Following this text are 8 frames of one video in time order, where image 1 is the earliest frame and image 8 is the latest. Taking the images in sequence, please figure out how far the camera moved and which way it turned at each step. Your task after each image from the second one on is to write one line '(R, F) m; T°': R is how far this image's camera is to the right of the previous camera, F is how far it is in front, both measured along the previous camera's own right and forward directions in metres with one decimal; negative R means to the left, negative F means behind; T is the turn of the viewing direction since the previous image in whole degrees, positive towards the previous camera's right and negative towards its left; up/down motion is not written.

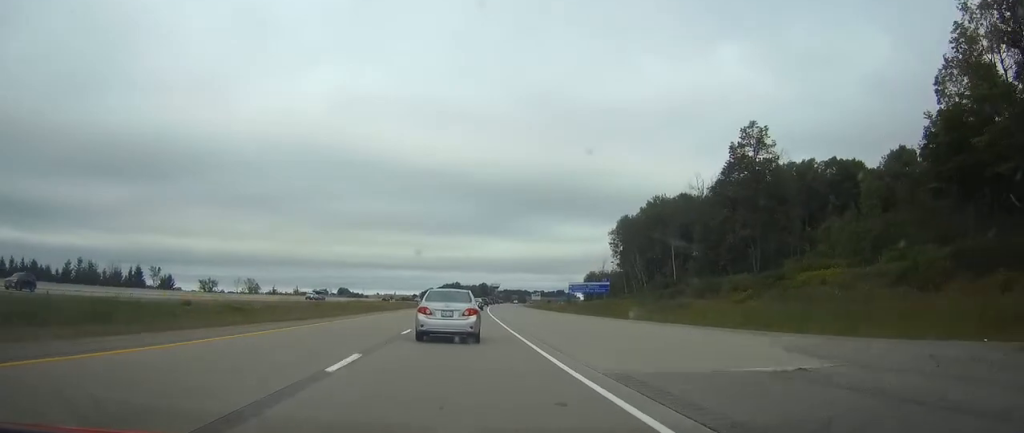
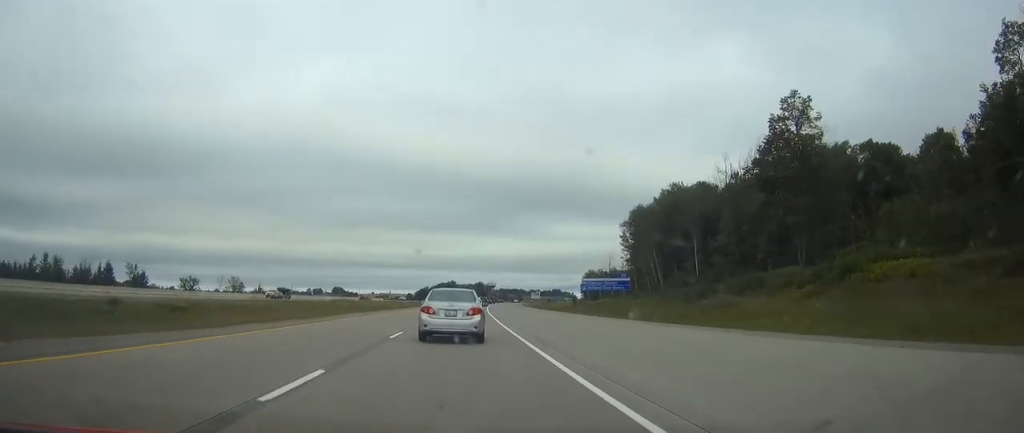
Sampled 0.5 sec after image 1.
(-0.1, +15.2) m; 0°
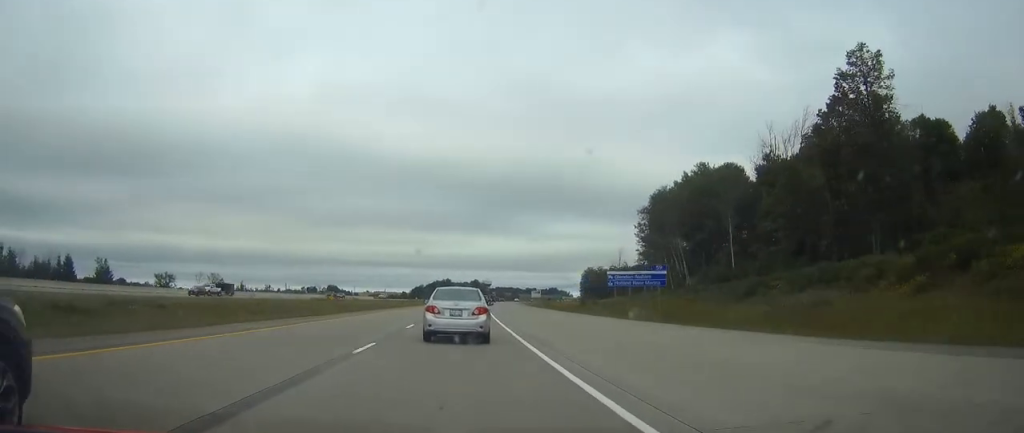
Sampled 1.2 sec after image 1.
(+0.2, +18.1) m; 0°
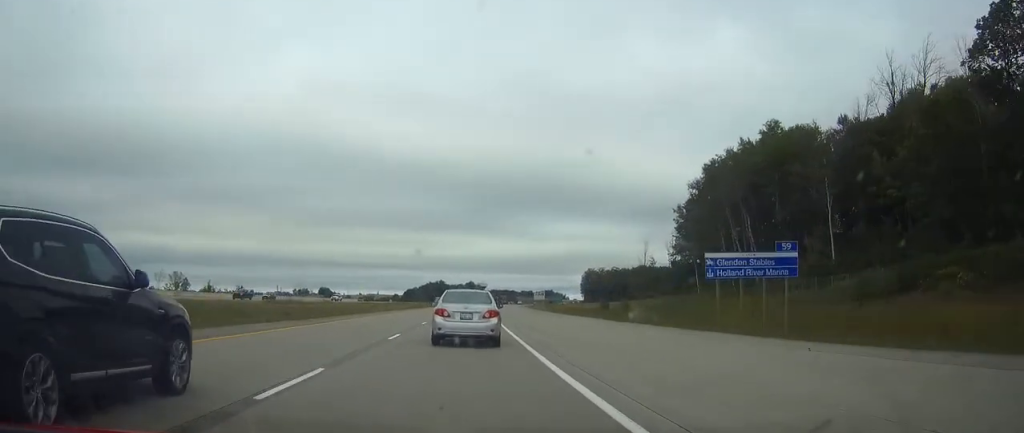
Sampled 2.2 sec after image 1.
(+0.1, +30.5) m; 0°
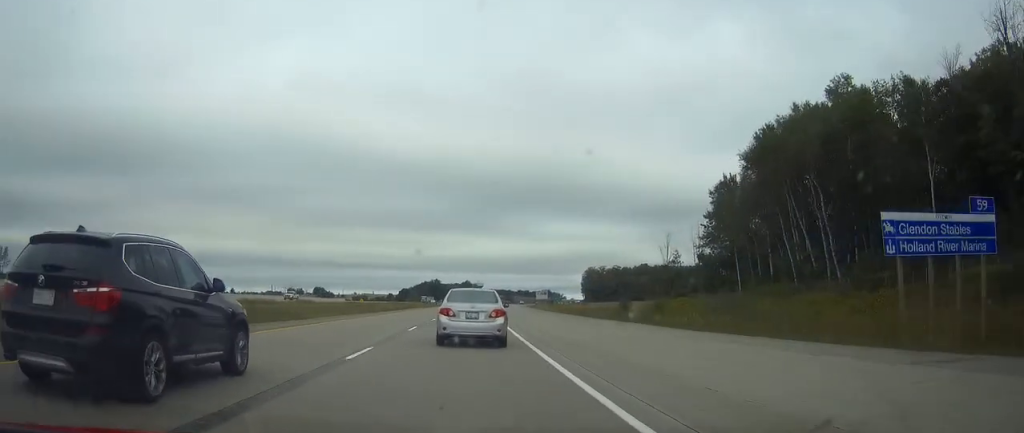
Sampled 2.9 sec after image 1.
(0.0, +19.2) m; 0°
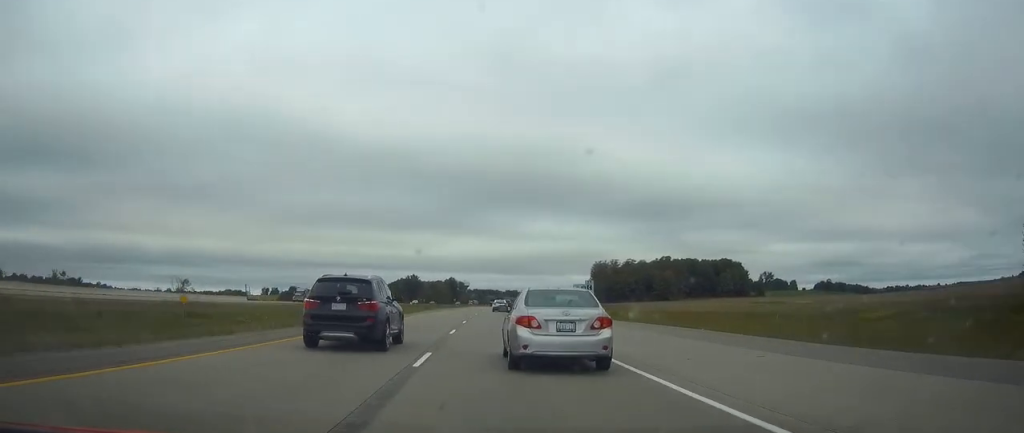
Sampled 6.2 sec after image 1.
(+1.4, +98.4) m; +1°
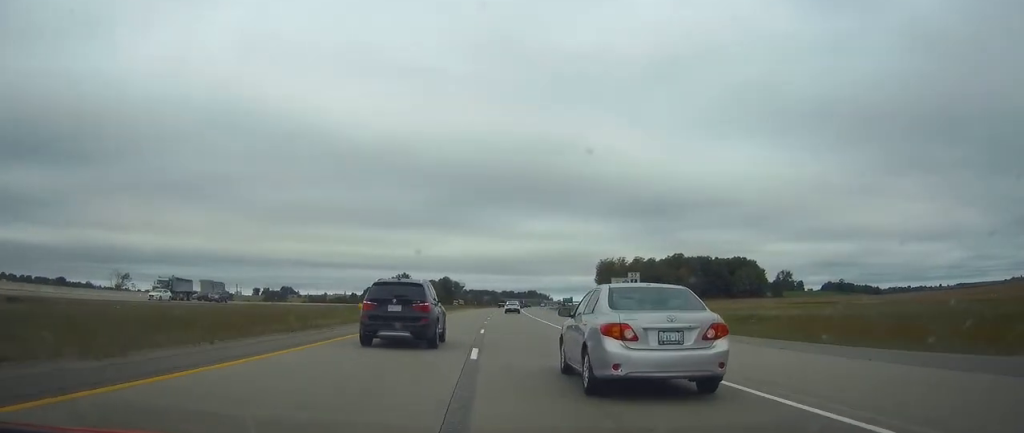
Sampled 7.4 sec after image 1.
(0.0, +34.7) m; +1°
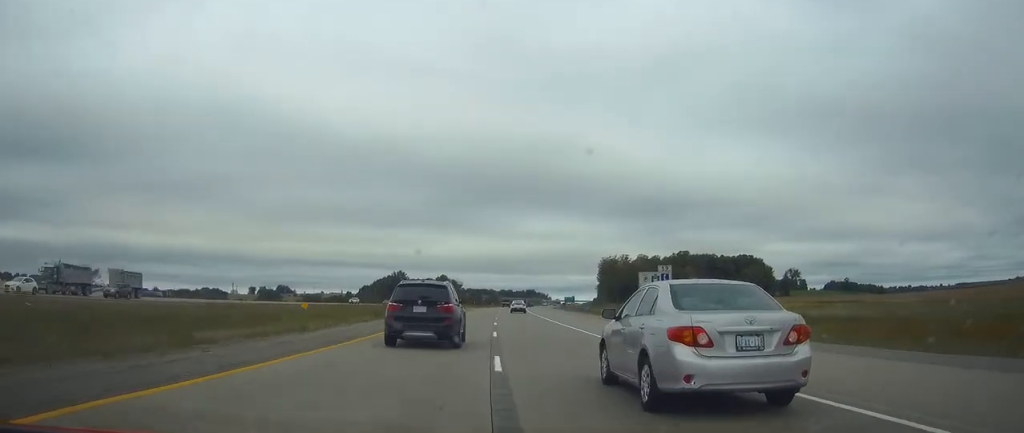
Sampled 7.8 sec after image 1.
(0.0, +14.4) m; 0°
